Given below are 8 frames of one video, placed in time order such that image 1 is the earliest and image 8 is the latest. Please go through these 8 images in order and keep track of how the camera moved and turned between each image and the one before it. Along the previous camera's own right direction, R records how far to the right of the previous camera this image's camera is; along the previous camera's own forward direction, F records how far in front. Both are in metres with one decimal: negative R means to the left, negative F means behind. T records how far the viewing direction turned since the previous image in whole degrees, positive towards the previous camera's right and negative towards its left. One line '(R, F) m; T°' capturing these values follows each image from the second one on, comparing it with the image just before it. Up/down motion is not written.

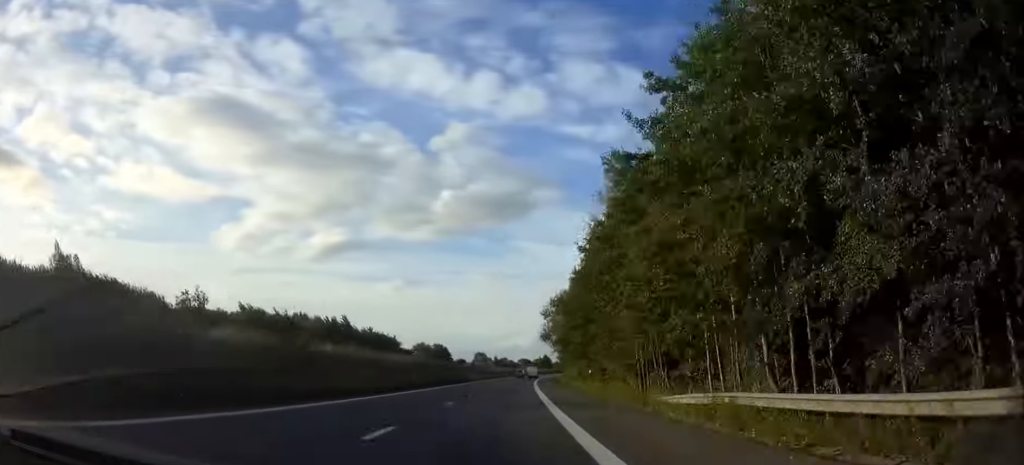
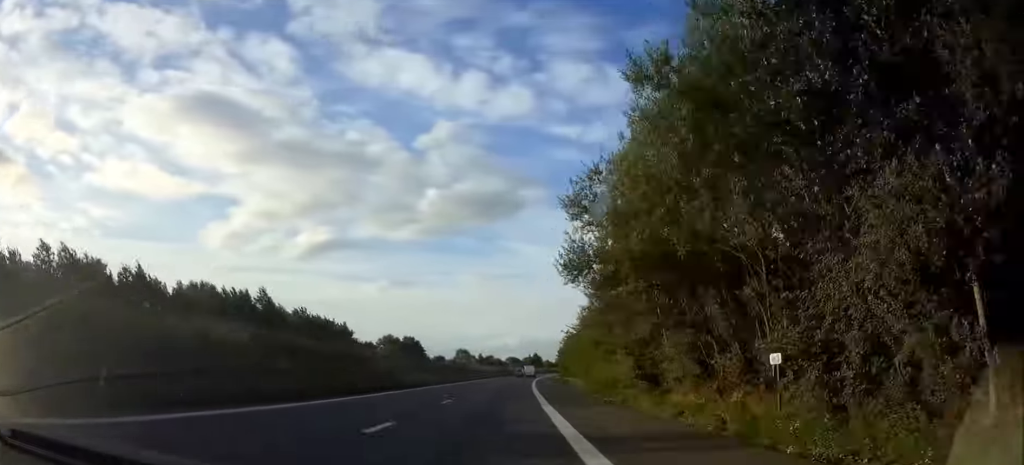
(+0.3, +36.3) m; +1°
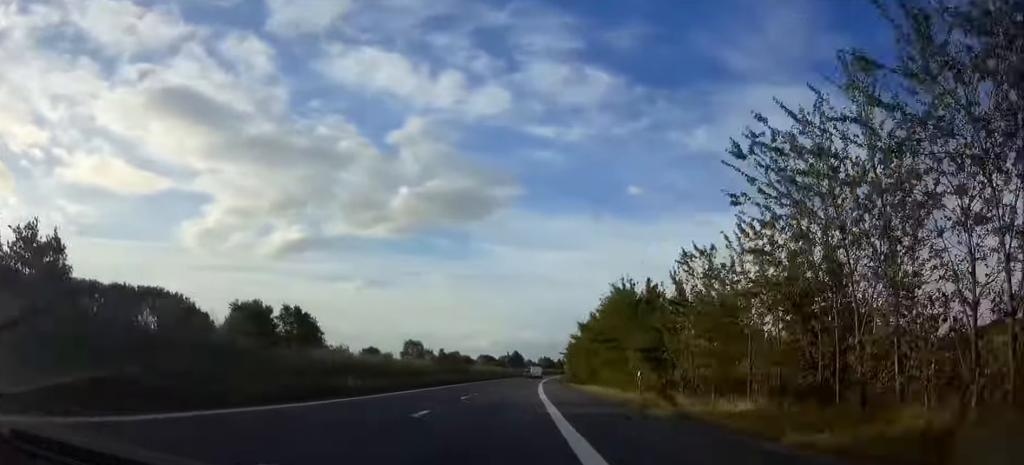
(+1.2, +82.2) m; +2°
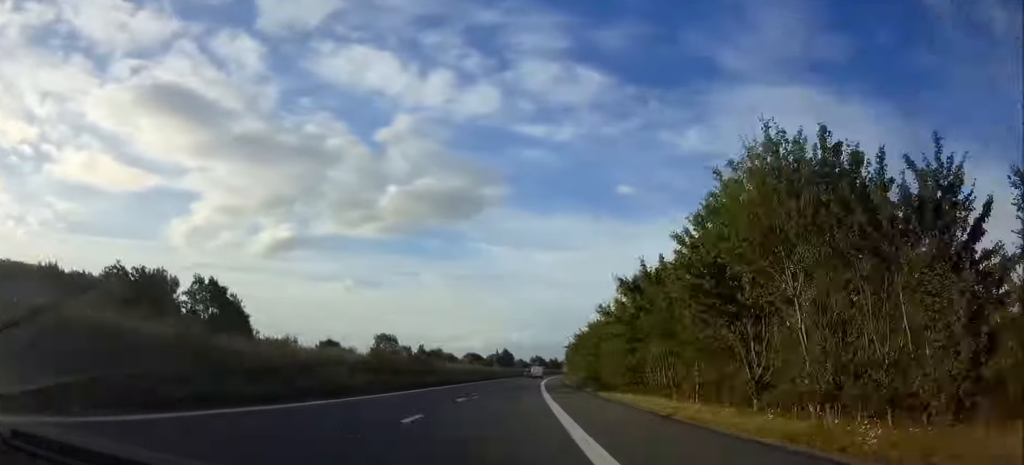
(-0.1, +27.5) m; +1°
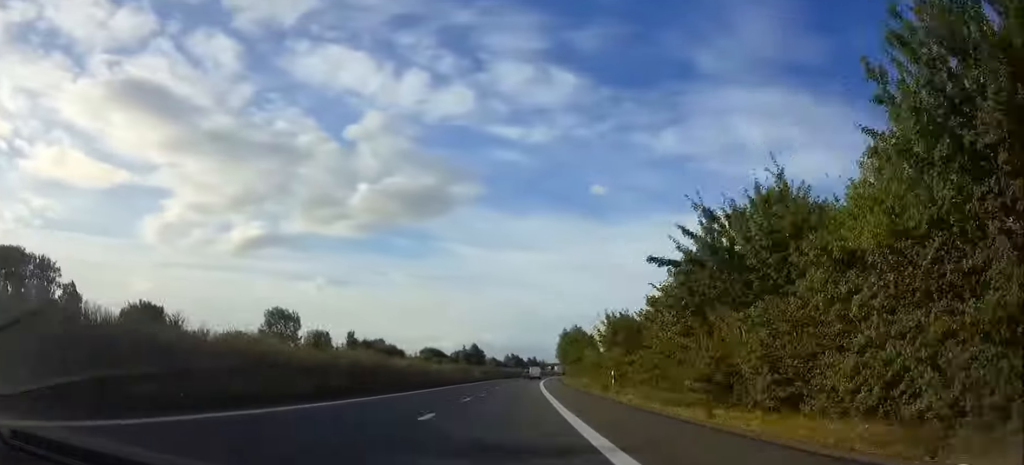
(+1.1, +61.9) m; +2°
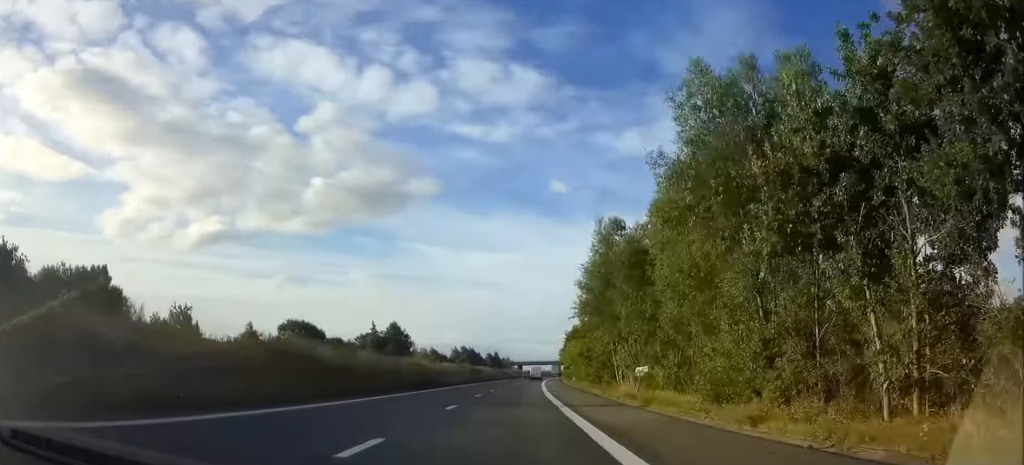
(+4.1, +107.6) m; +4°
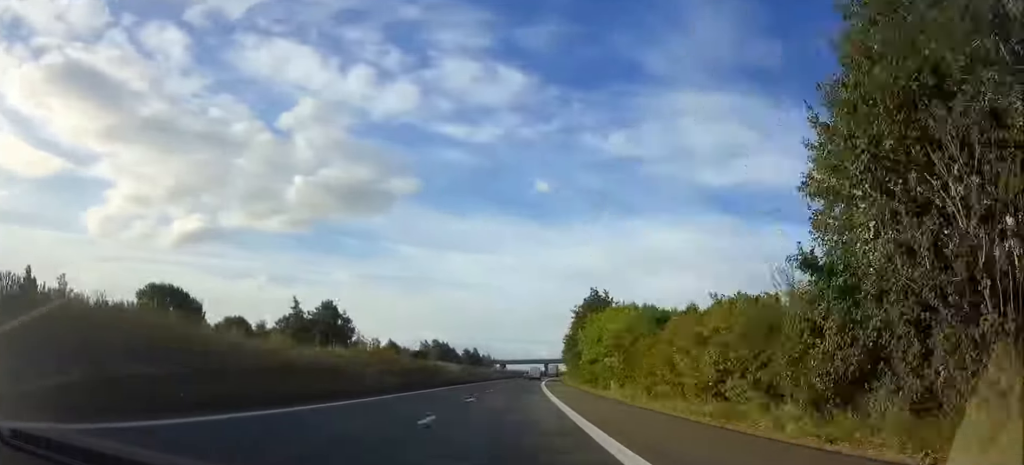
(+0.4, +43.5) m; +2°
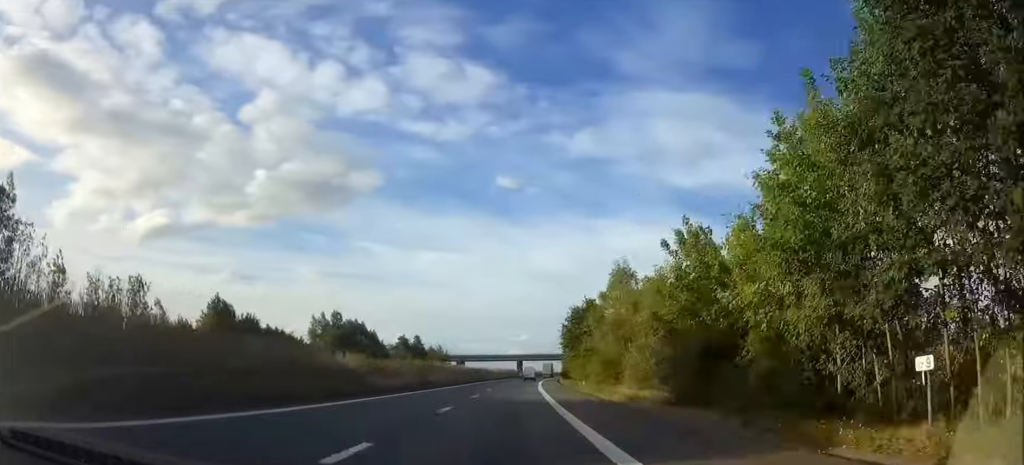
(+2.1, +82.0) m; +3°
